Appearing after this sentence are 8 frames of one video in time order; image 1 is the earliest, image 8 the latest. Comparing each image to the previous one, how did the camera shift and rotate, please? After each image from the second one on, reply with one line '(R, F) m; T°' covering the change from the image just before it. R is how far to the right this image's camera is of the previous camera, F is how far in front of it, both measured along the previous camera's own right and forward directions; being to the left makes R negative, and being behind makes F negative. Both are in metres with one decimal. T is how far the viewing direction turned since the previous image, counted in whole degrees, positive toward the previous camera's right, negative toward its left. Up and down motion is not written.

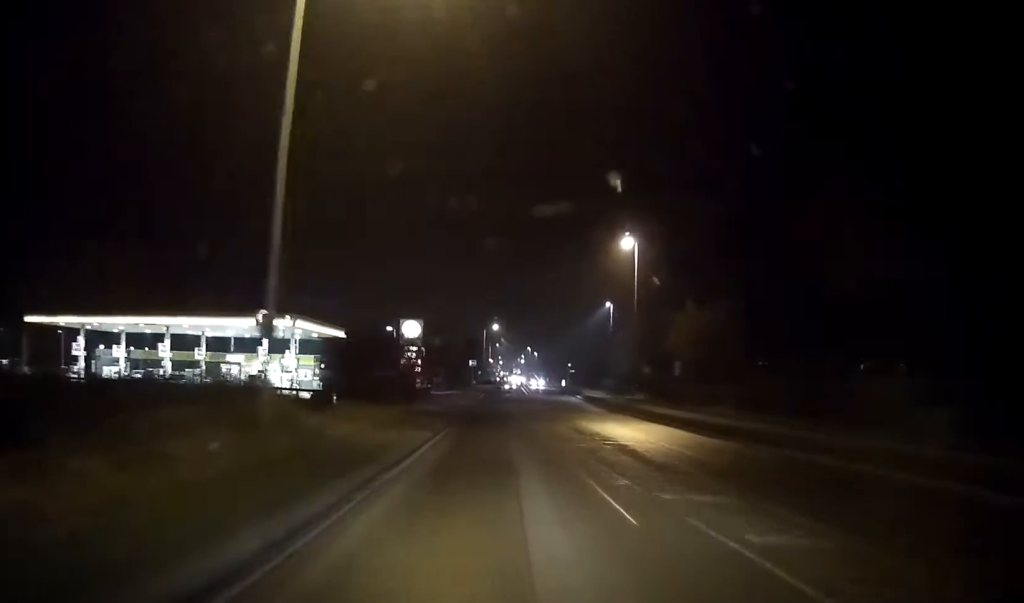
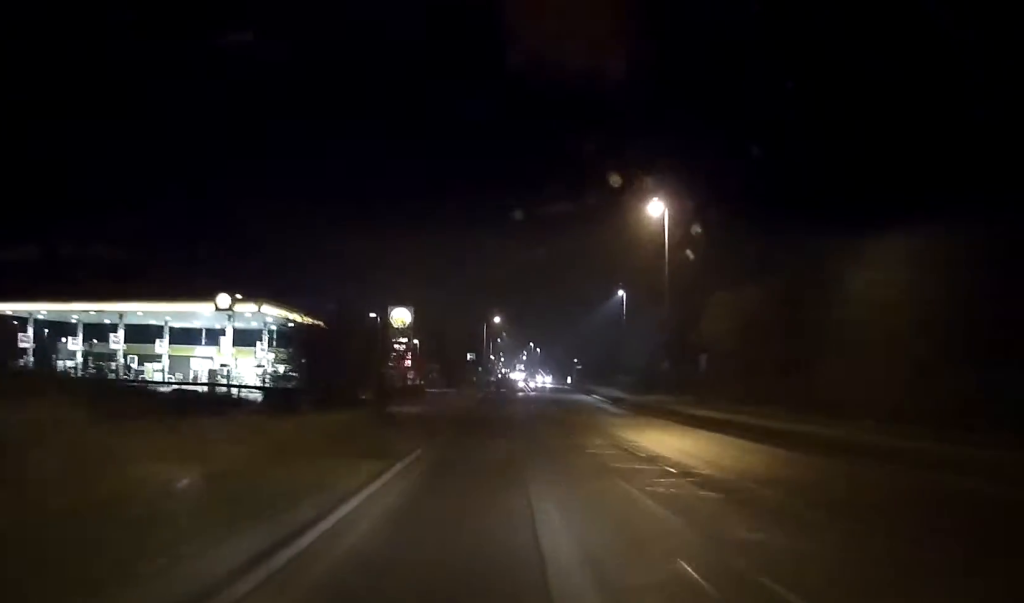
(0.0, +9.0) m; 0°
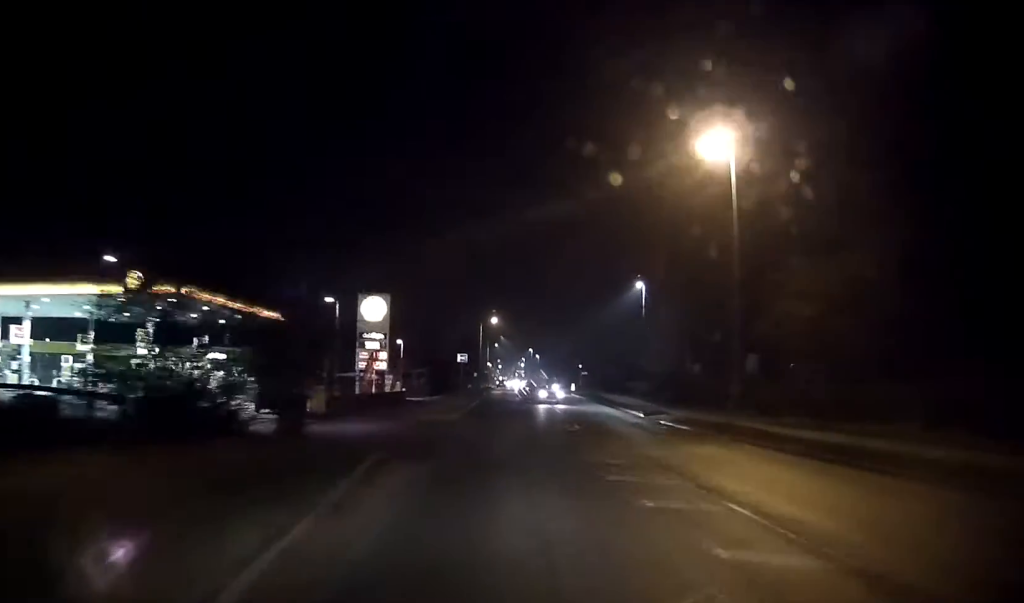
(+0.1, +12.6) m; 0°
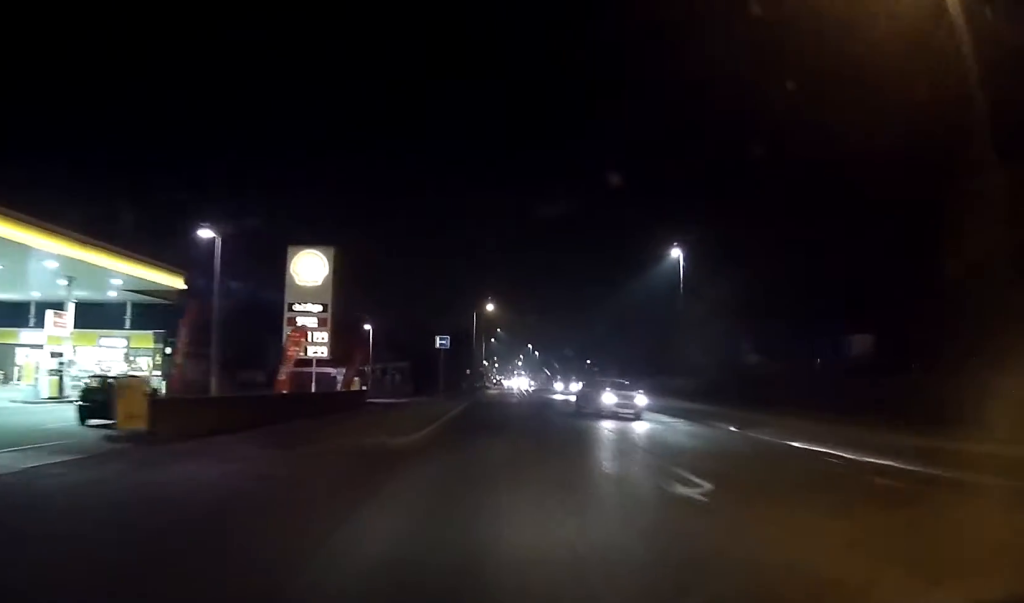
(-0.1, +16.6) m; 0°
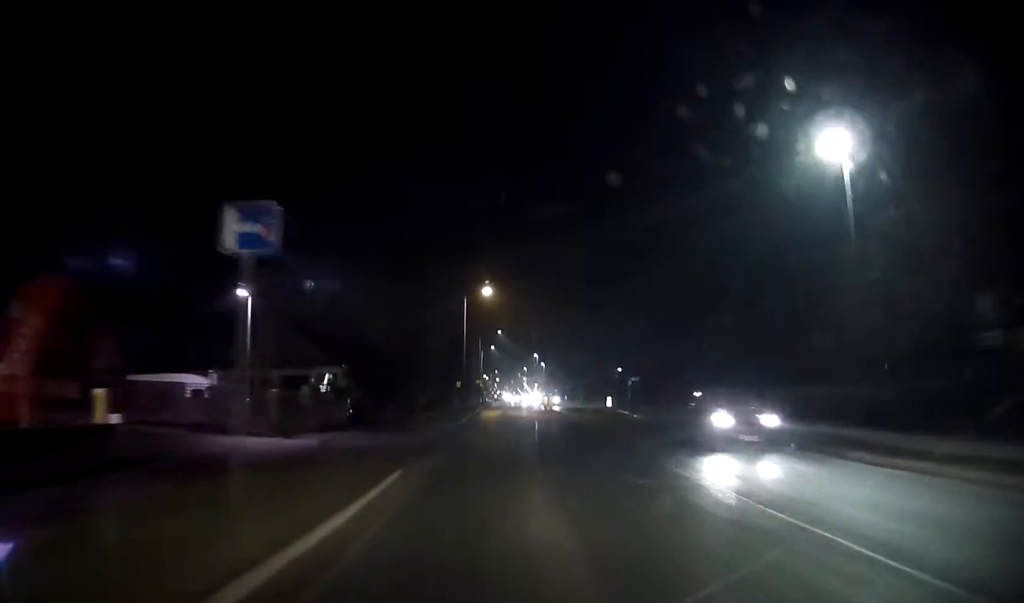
(+0.3, +28.9) m; +1°
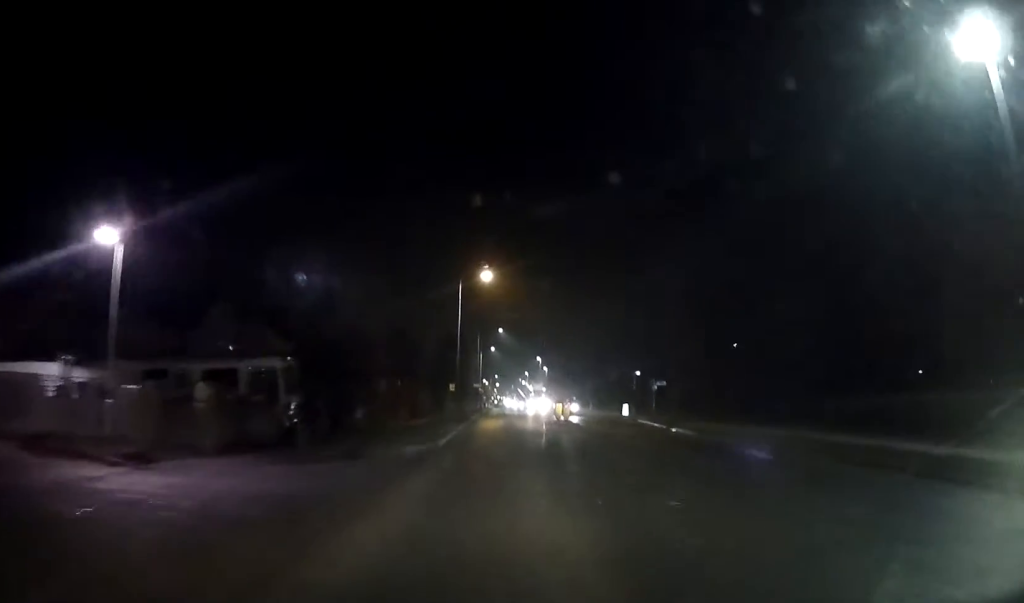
(0.0, +11.2) m; 0°
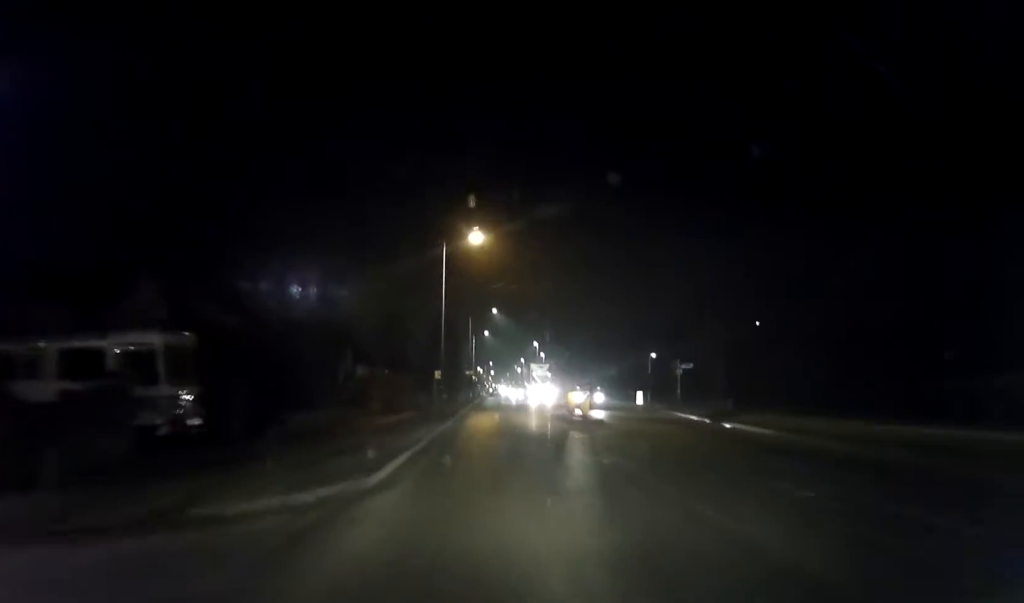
(0.0, +10.2) m; 0°
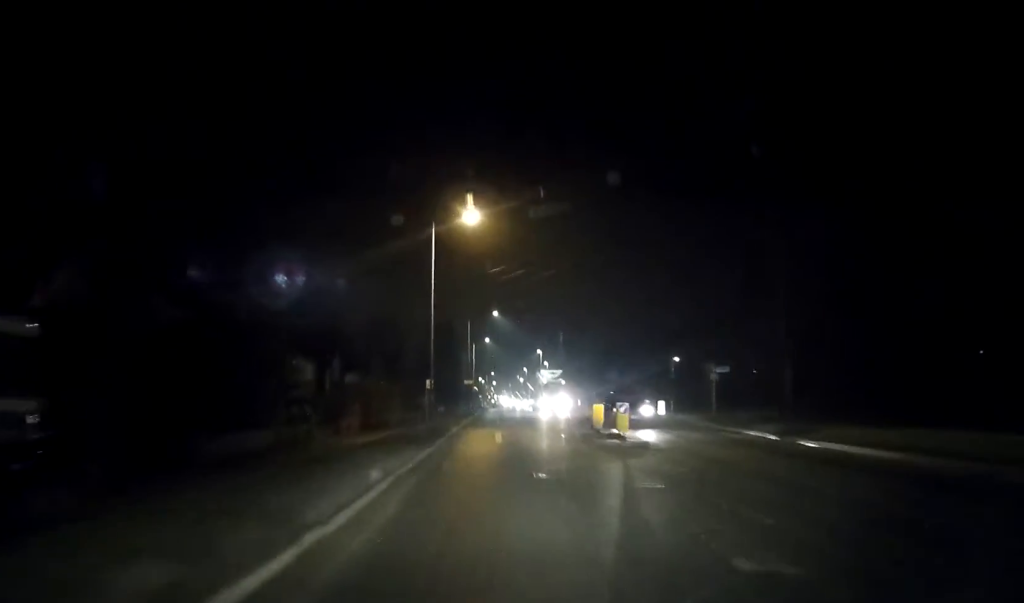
(0.0, +8.1) m; 0°
